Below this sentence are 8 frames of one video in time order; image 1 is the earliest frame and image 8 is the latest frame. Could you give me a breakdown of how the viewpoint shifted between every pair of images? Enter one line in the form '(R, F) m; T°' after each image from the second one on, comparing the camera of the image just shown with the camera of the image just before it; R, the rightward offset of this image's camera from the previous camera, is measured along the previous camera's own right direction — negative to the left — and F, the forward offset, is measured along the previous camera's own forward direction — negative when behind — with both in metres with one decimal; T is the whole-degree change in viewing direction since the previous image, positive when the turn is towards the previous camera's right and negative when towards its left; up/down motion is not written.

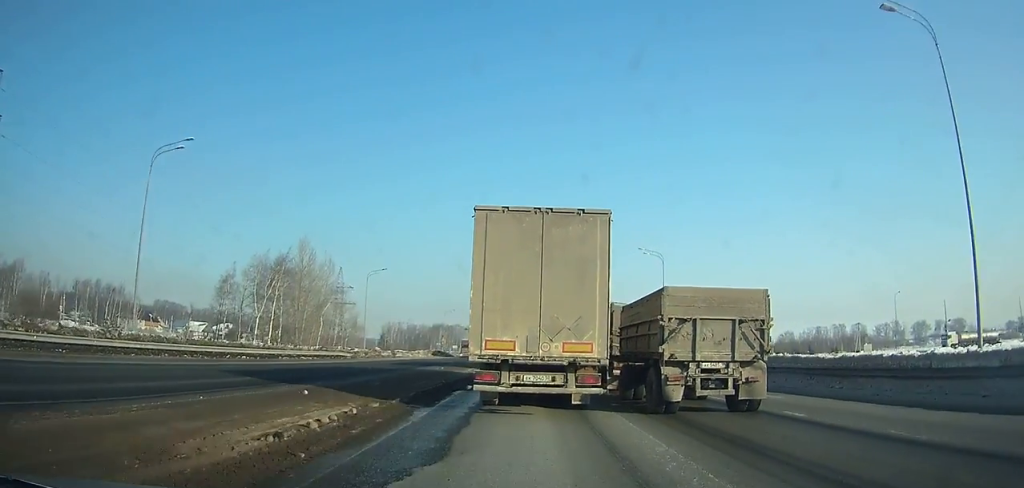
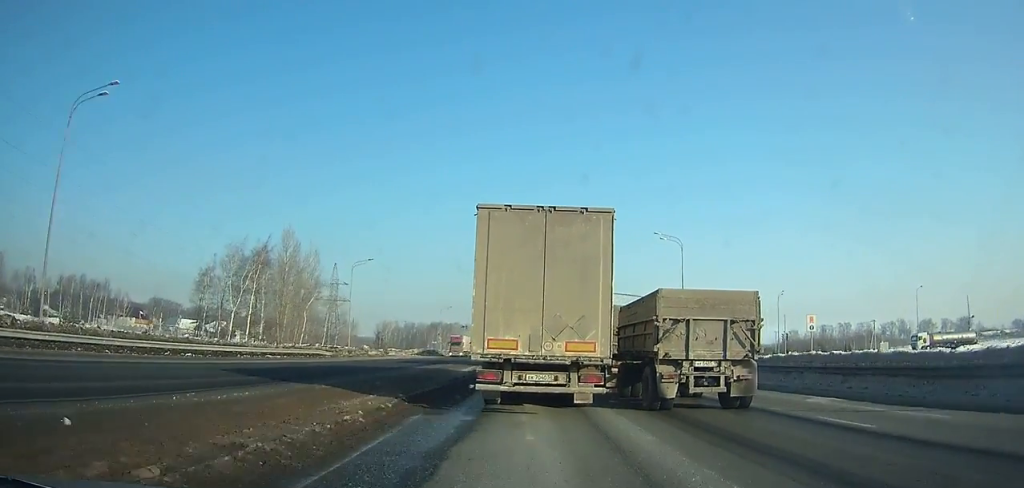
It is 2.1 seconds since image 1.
(+0.1, +7.4) m; +2°
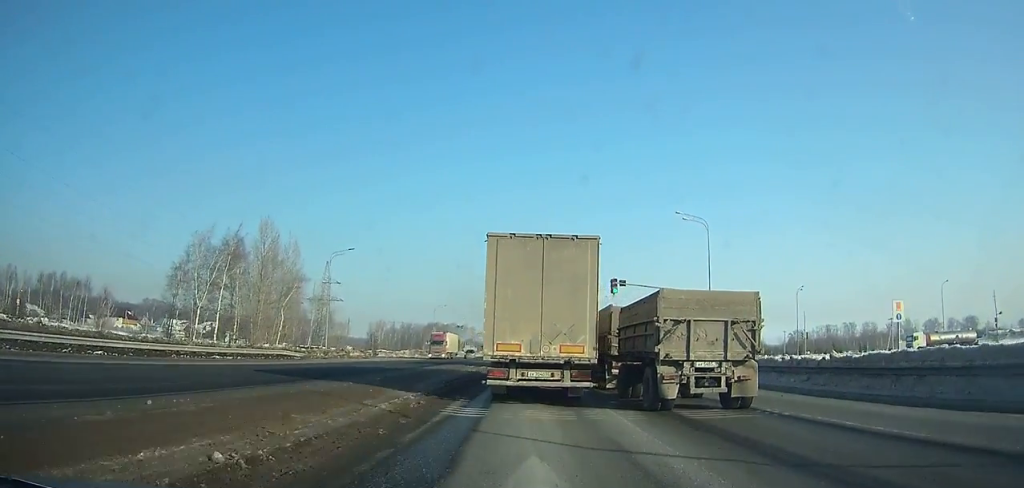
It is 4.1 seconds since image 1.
(+0.1, +9.6) m; 0°
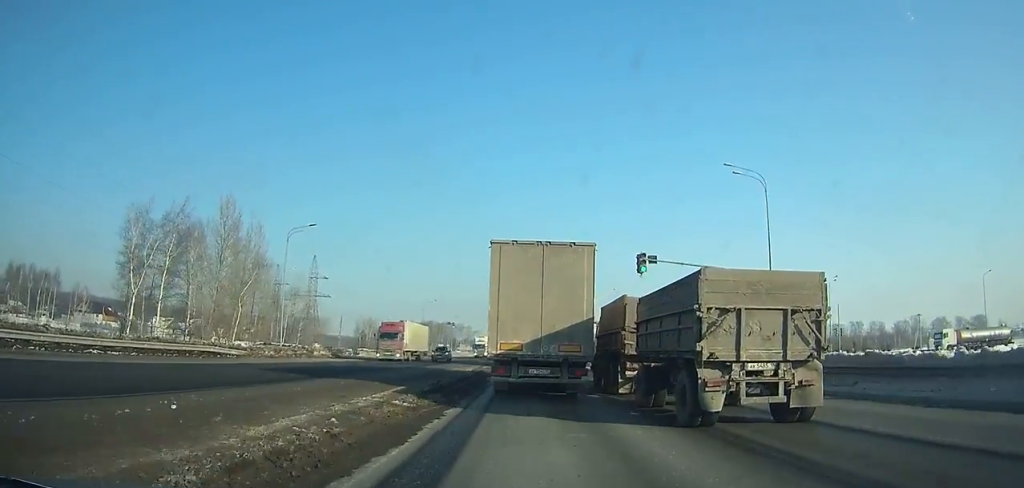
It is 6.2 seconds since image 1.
(0.0, +12.6) m; 0°
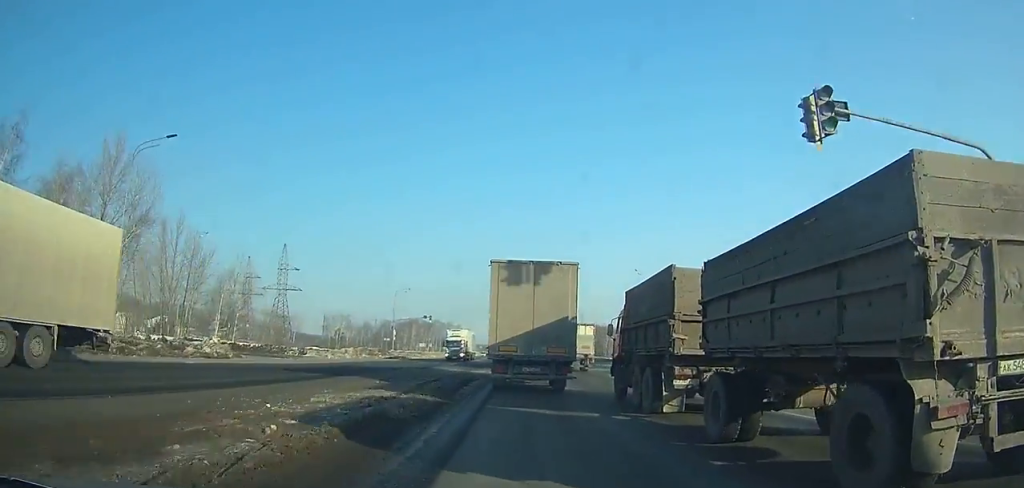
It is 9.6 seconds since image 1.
(0.0, +25.5) m; 0°
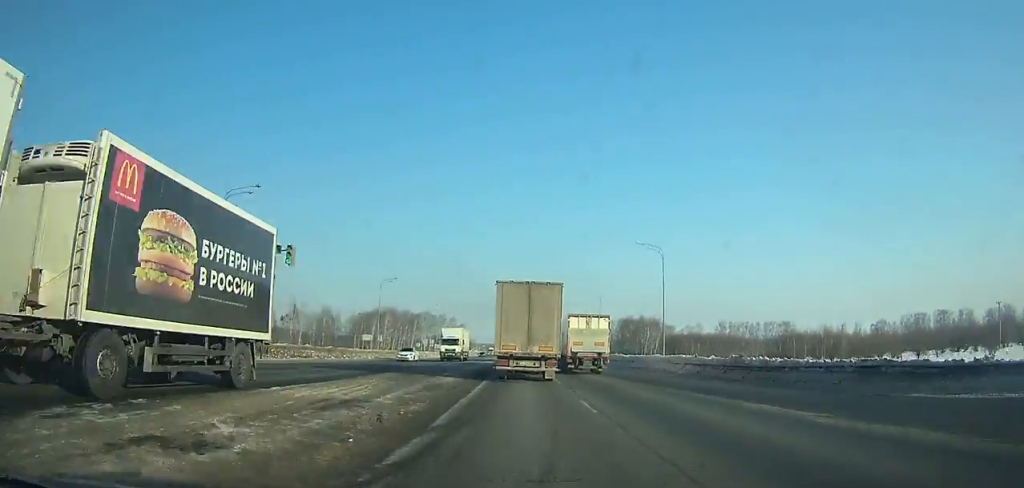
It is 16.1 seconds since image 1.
(-0.7, +66.8) m; -1°
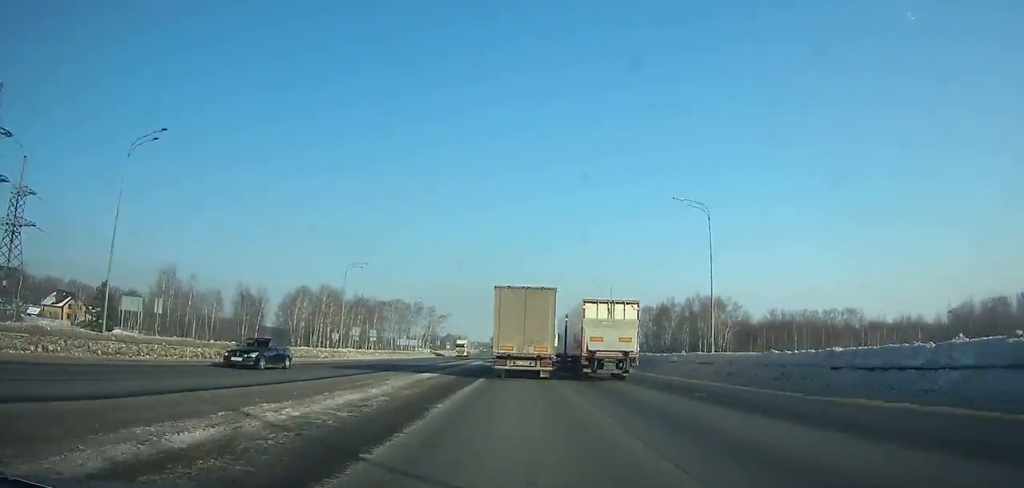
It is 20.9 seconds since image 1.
(+0.1, +62.9) m; 0°
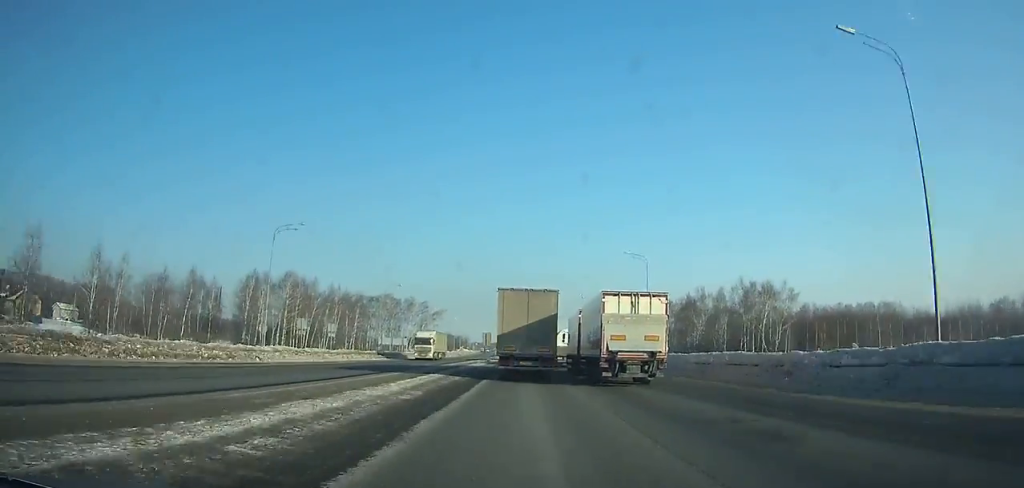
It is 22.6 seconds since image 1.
(-0.1, +24.2) m; 0°
